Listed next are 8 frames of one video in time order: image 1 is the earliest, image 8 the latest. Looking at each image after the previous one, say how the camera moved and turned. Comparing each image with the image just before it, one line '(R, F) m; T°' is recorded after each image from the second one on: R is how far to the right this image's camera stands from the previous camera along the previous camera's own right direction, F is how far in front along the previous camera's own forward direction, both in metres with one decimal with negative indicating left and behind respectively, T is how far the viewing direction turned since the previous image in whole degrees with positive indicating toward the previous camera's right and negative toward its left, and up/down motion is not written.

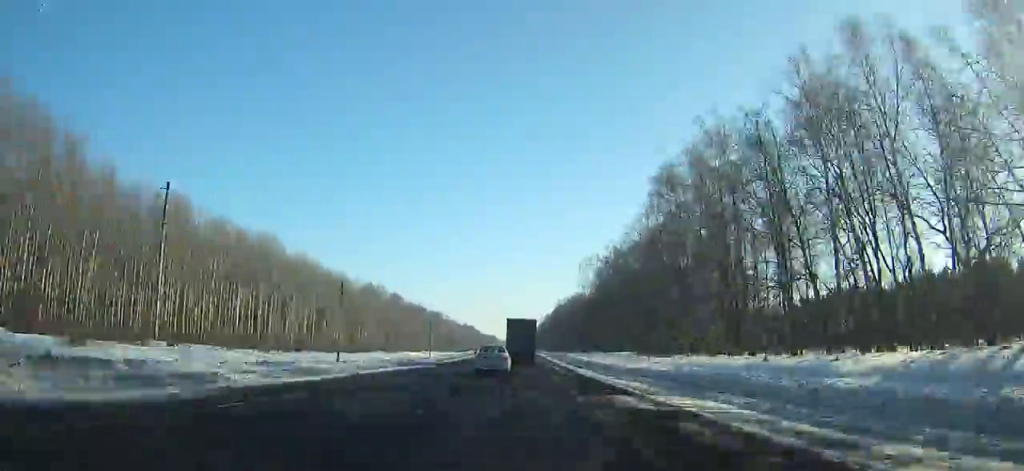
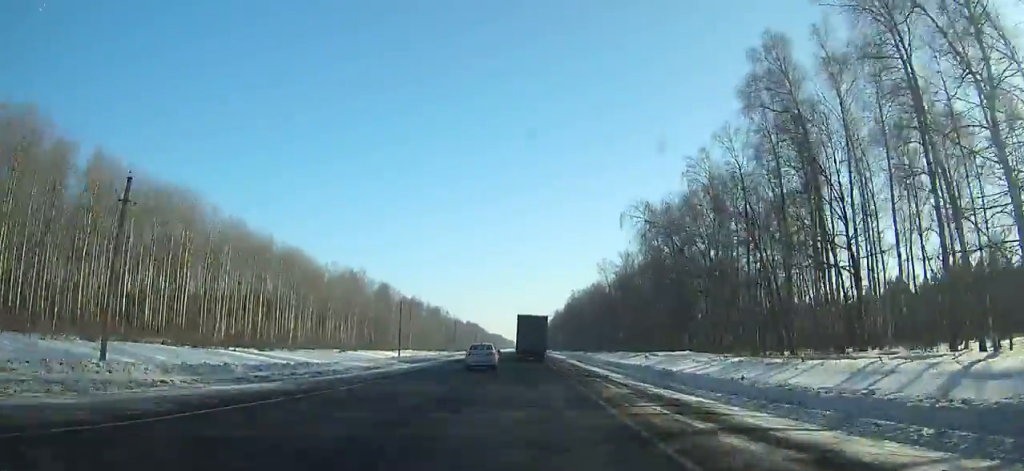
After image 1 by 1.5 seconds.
(0.0, +36.3) m; 0°
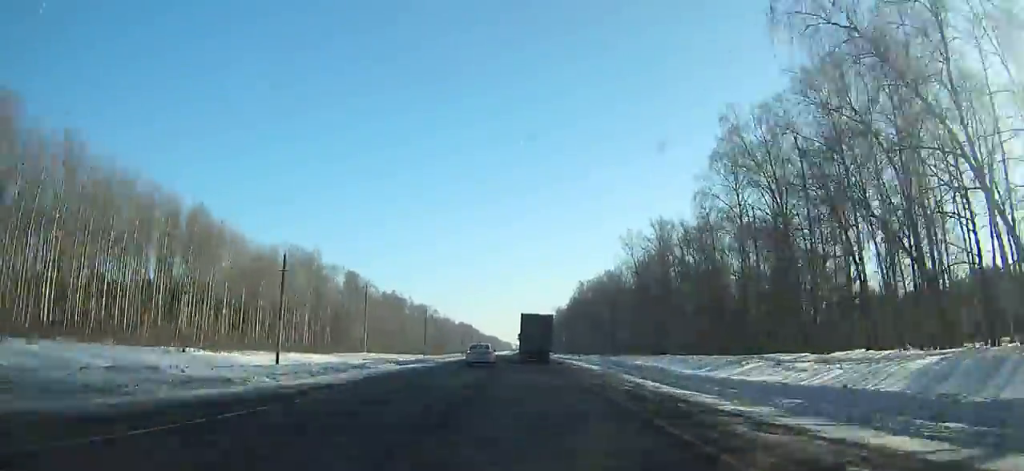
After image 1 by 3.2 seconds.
(+0.1, +41.9) m; 0°
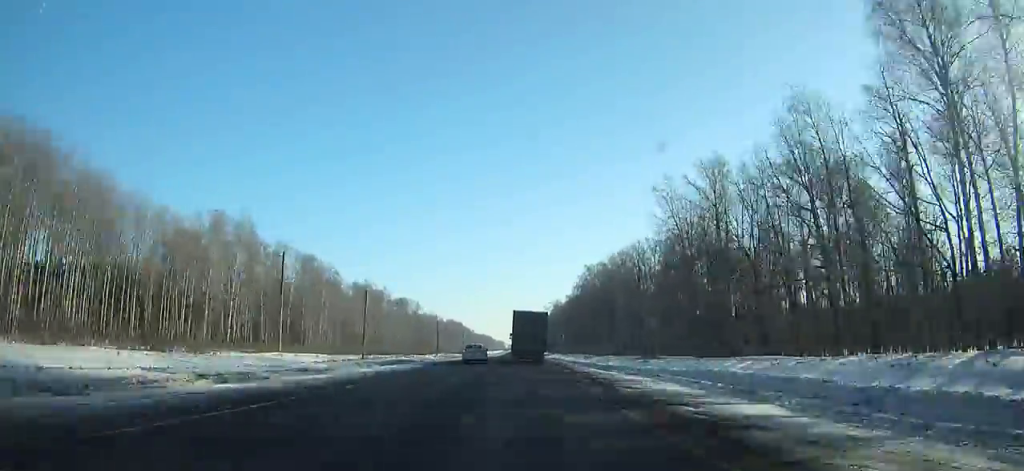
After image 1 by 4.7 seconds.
(+0.1, +37.1) m; 0°
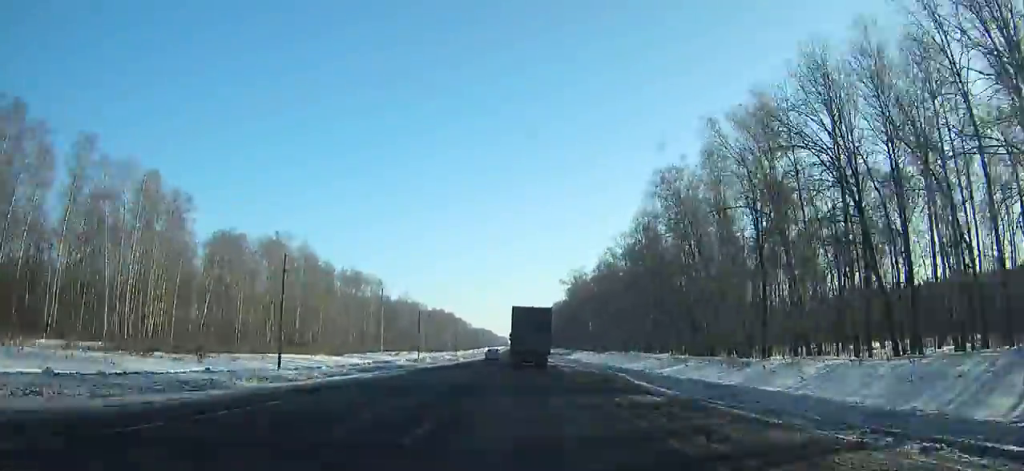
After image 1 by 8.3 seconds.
(-0.2, +89.9) m; 0°
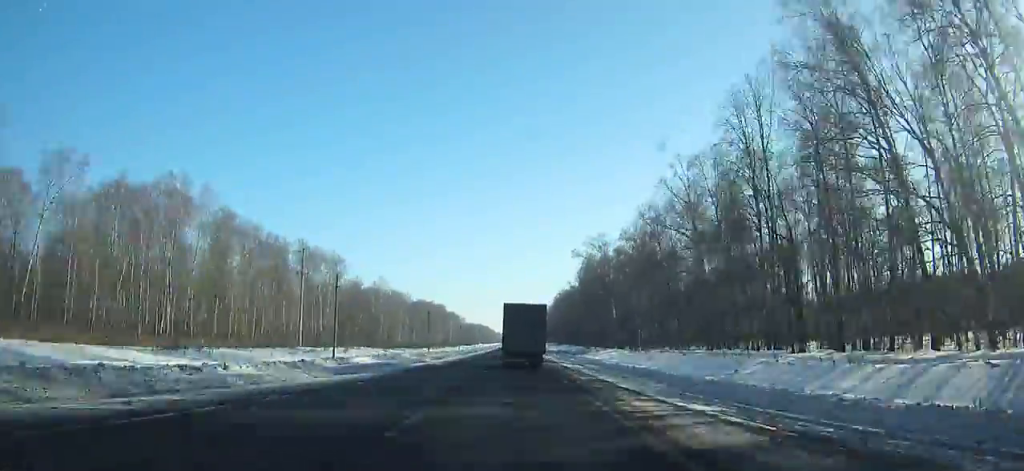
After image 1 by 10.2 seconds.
(+0.1, +47.6) m; 0°
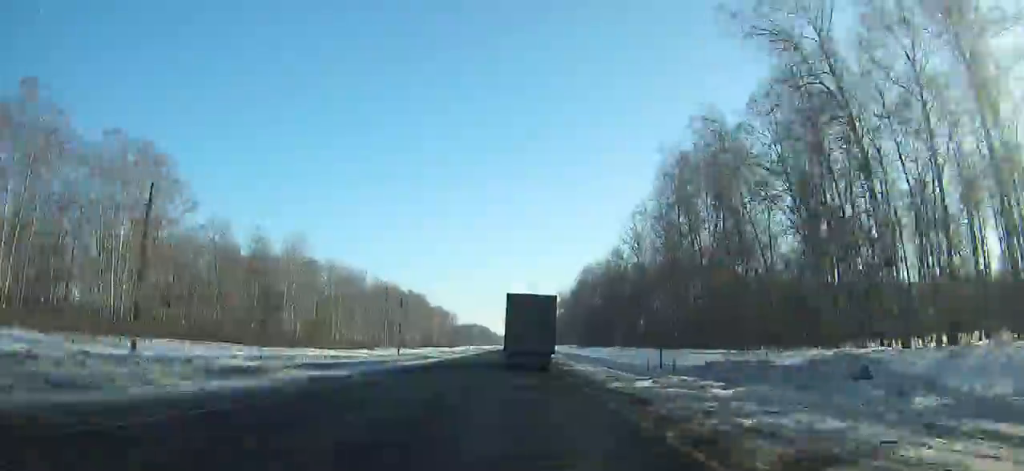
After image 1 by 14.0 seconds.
(-0.3, +94.9) m; 0°
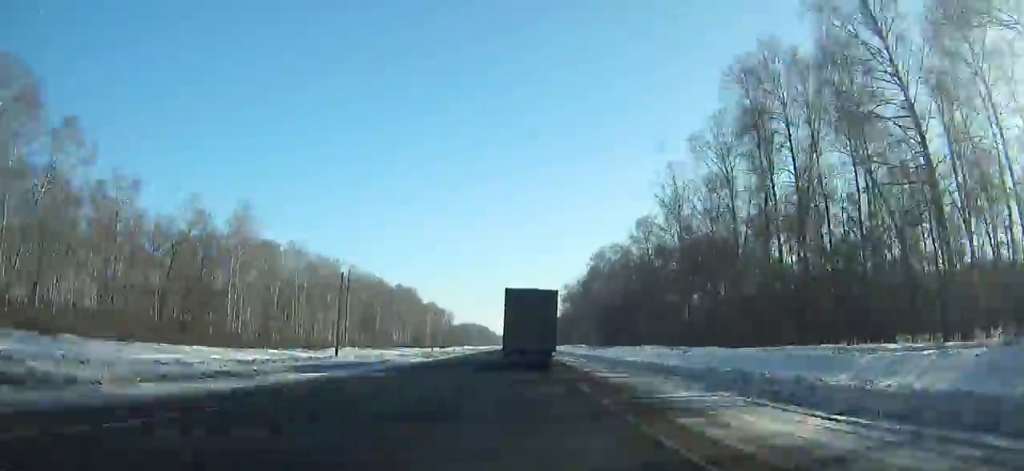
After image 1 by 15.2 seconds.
(0.0, +29.8) m; 0°
